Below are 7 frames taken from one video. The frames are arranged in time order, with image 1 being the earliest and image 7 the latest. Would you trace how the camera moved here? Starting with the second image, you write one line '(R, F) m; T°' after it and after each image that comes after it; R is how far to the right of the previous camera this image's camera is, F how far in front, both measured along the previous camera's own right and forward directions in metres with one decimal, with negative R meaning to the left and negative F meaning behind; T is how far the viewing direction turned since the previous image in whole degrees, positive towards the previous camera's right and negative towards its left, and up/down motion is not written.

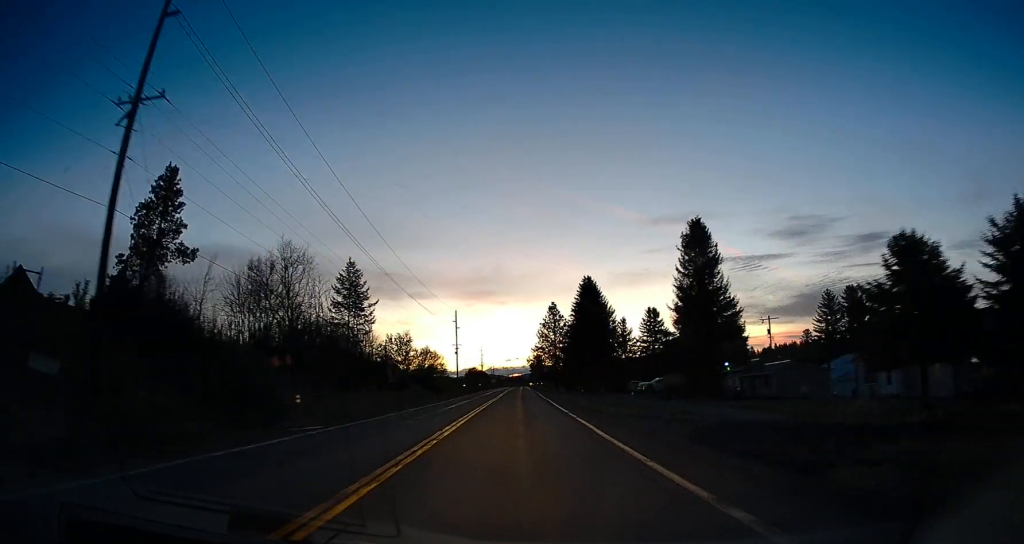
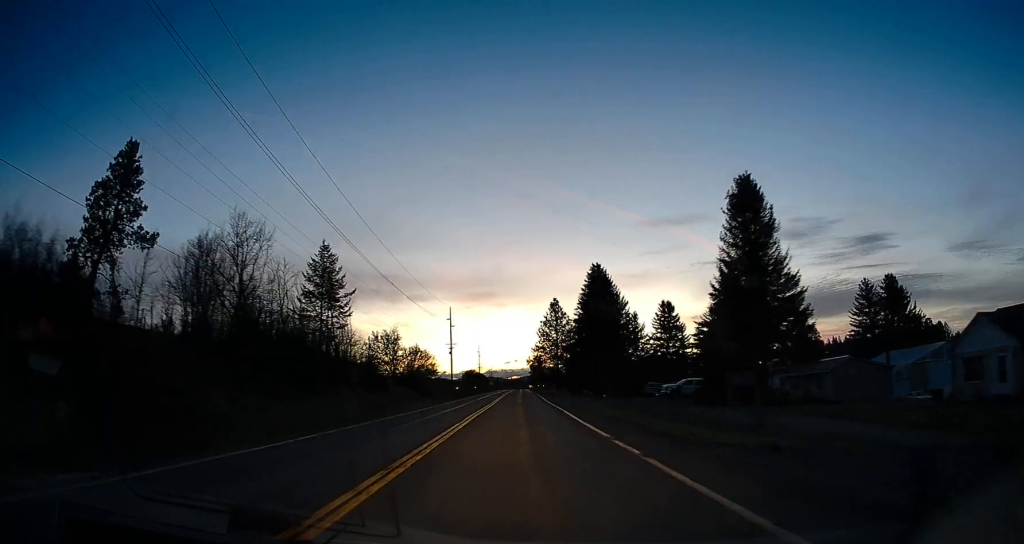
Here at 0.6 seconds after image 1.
(+0.2, +11.7) m; 0°
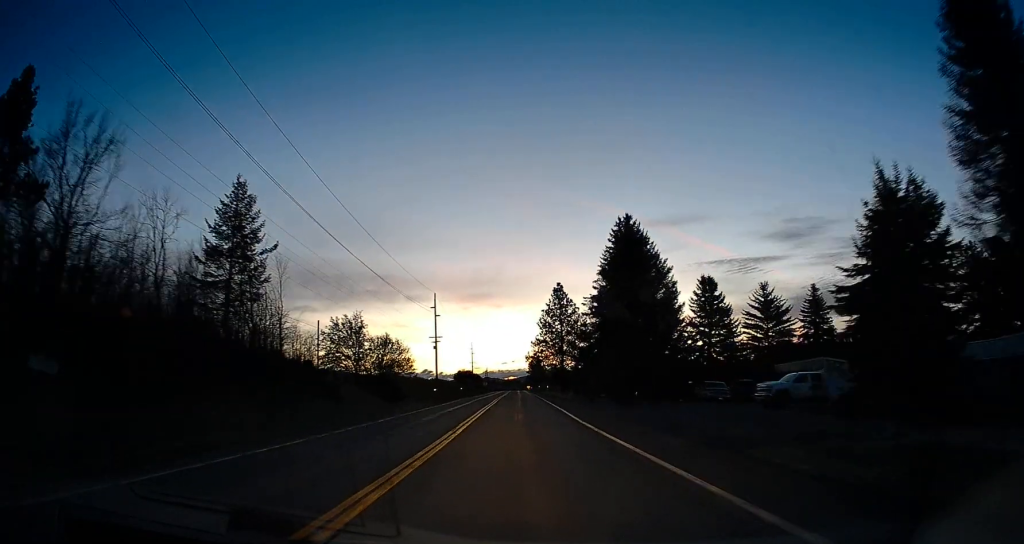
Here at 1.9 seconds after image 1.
(-0.1, +24.3) m; -1°
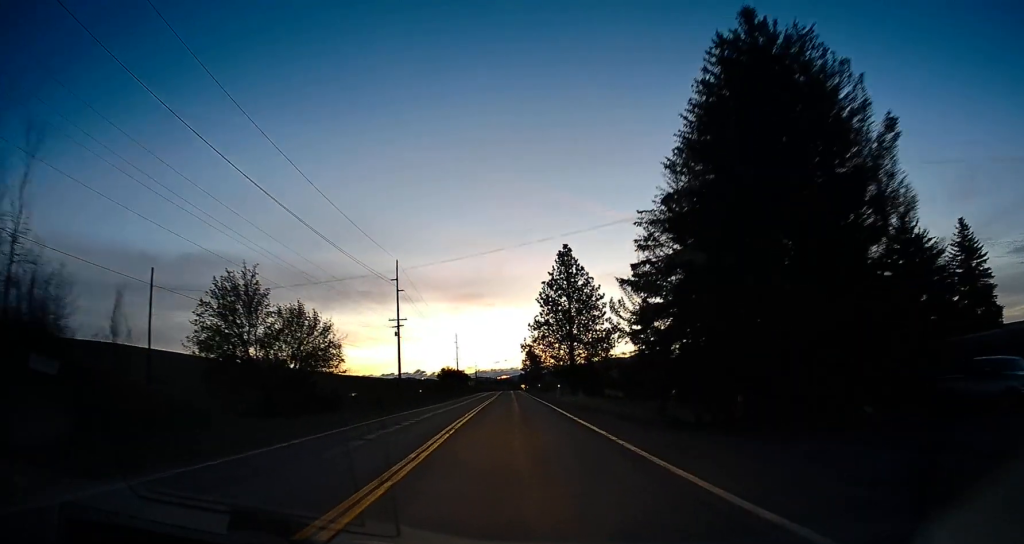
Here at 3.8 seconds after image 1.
(+0.9, +34.0) m; +1°
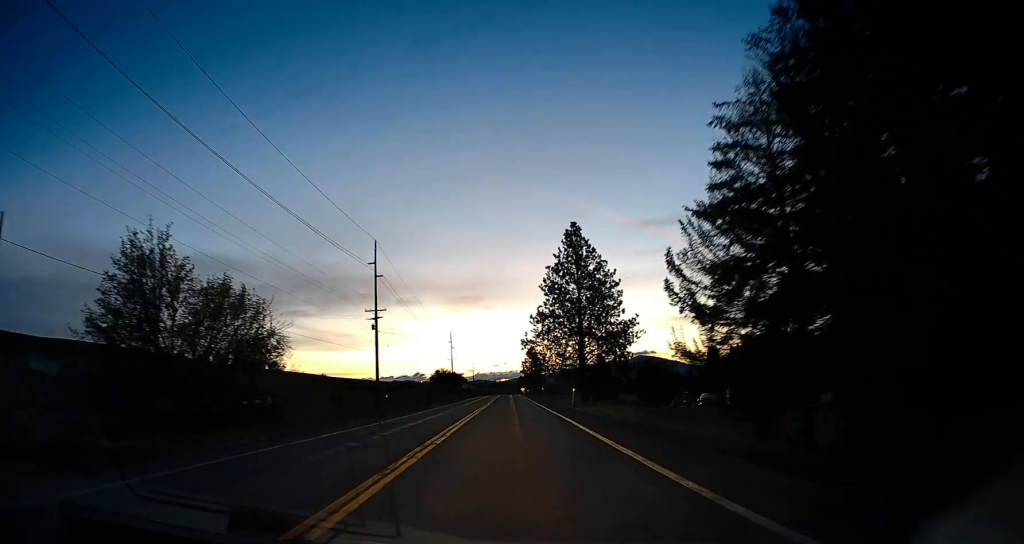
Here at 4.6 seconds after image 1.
(-0.4, +14.5) m; 0°
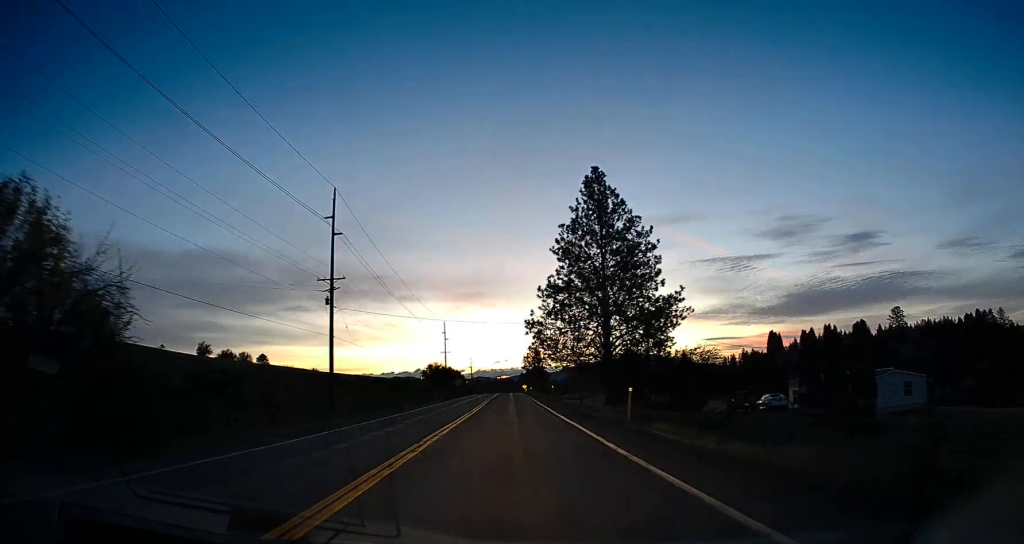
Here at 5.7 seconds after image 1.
(+0.4, +19.9) m; 0°
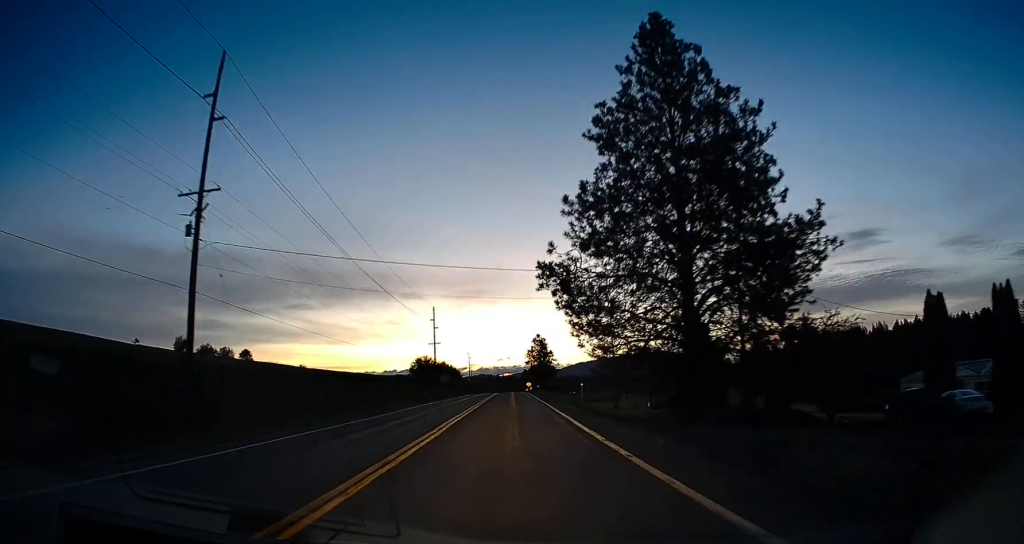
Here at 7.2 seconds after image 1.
(-0.5, +26.7) m; -1°
